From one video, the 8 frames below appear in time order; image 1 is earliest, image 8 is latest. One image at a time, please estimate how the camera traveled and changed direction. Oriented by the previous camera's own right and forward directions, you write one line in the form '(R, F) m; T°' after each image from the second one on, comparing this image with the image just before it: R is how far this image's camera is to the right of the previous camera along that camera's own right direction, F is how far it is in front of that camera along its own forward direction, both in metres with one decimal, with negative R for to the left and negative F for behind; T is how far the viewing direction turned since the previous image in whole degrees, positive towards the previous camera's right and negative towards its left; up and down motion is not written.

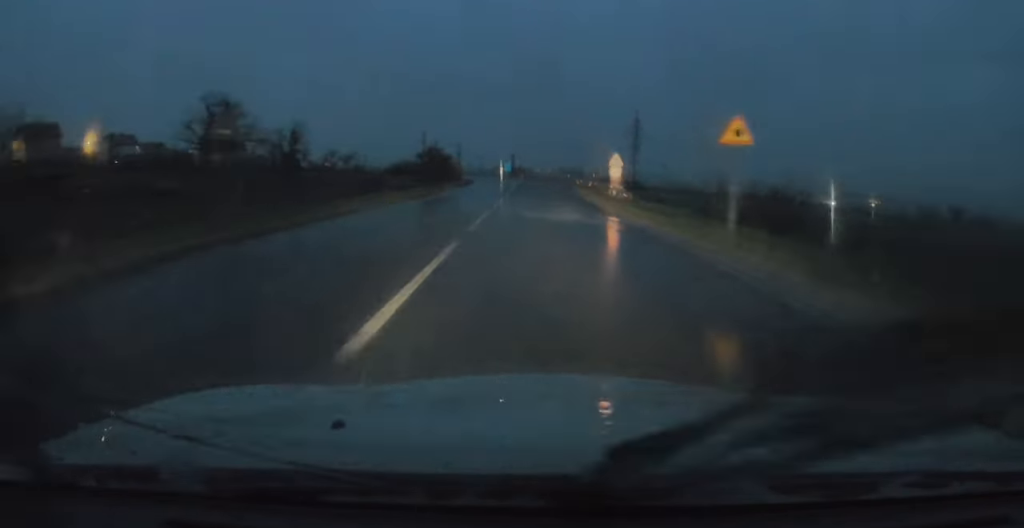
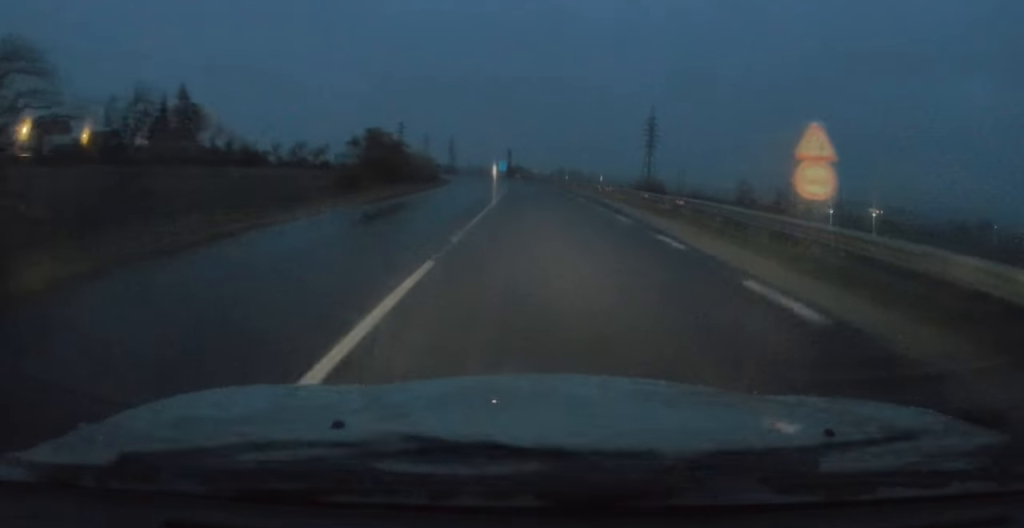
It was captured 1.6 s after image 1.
(-0.2, +28.2) m; -1°
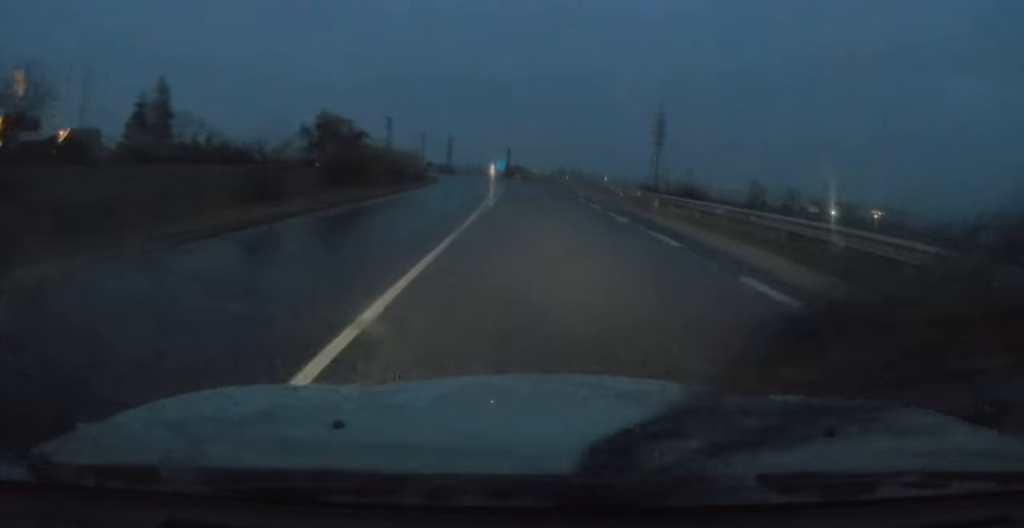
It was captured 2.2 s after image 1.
(0.0, +11.3) m; 0°
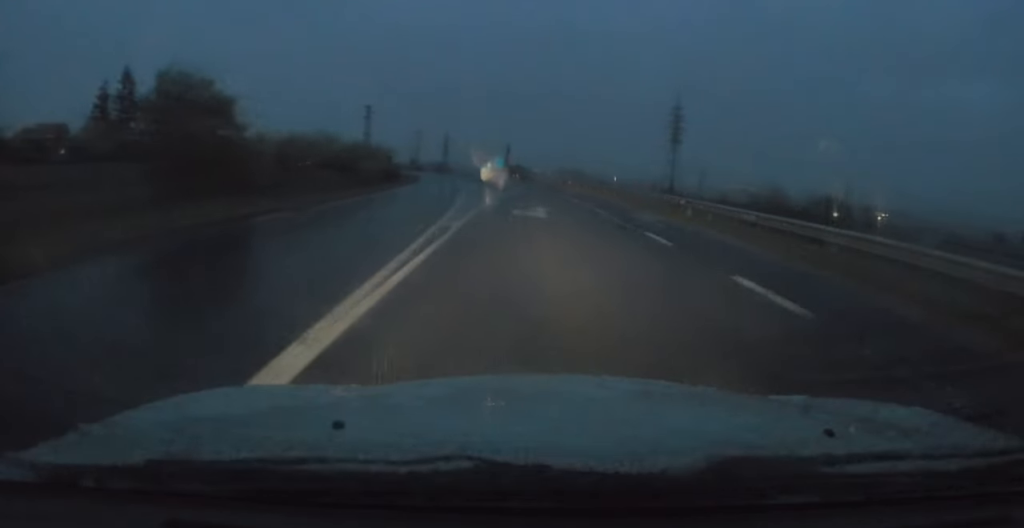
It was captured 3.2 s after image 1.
(0.0, +17.1) m; -1°
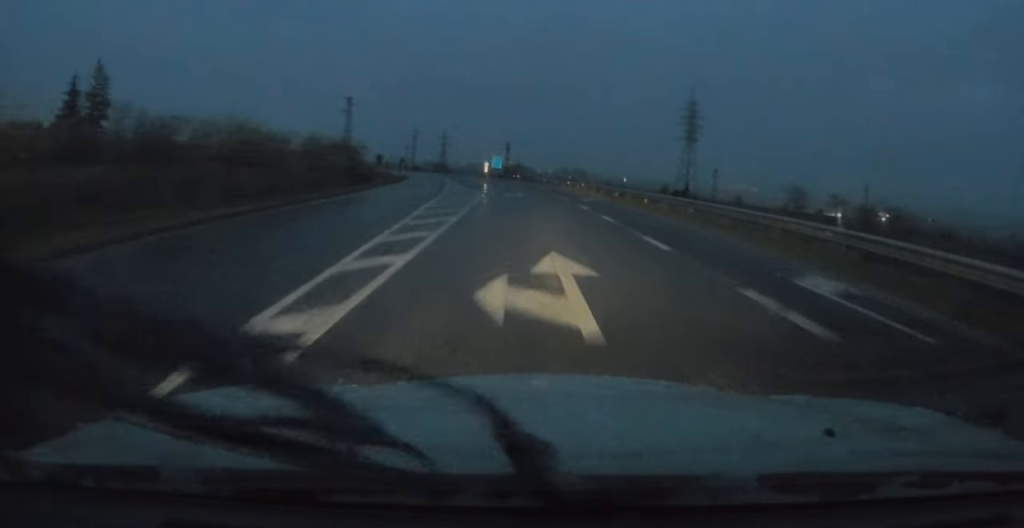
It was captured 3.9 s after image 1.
(-0.1, +12.4) m; -1°
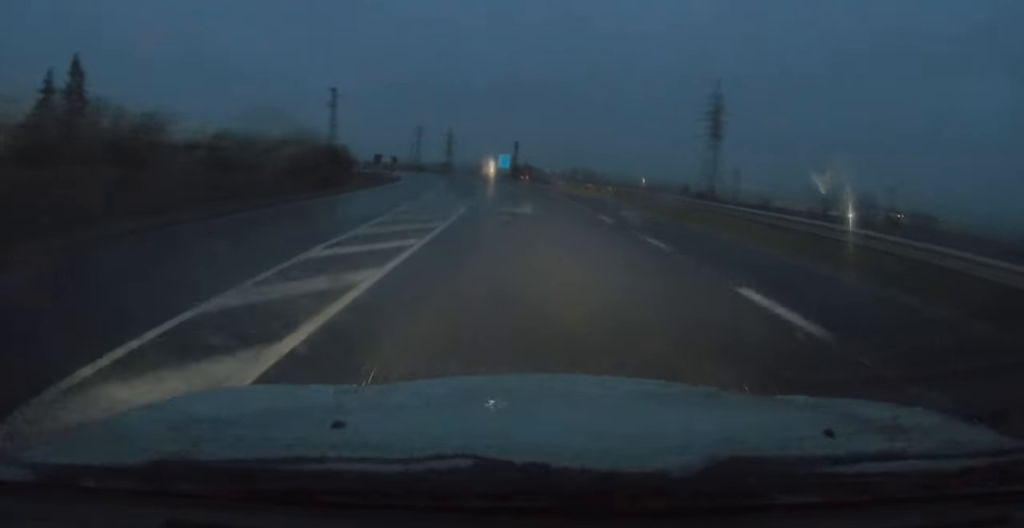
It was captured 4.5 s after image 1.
(-0.1, +11.8) m; -1°
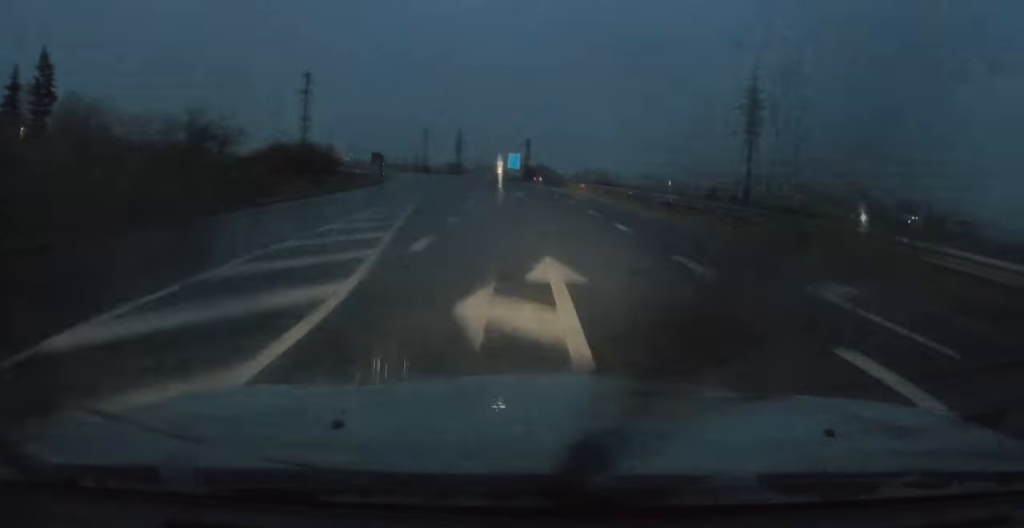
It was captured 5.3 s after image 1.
(-0.1, +14.3) m; -1°
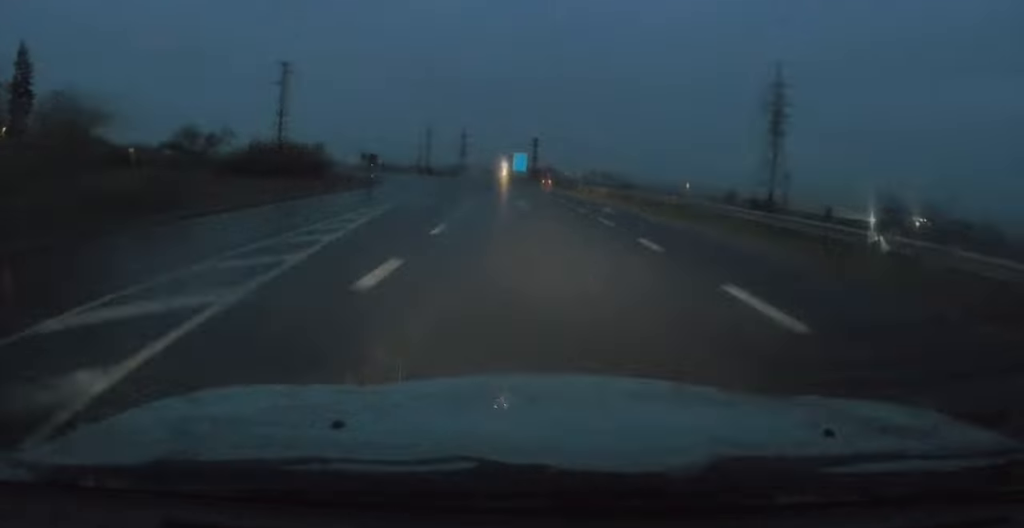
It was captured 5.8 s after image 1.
(-0.1, +9.1) m; -1°
